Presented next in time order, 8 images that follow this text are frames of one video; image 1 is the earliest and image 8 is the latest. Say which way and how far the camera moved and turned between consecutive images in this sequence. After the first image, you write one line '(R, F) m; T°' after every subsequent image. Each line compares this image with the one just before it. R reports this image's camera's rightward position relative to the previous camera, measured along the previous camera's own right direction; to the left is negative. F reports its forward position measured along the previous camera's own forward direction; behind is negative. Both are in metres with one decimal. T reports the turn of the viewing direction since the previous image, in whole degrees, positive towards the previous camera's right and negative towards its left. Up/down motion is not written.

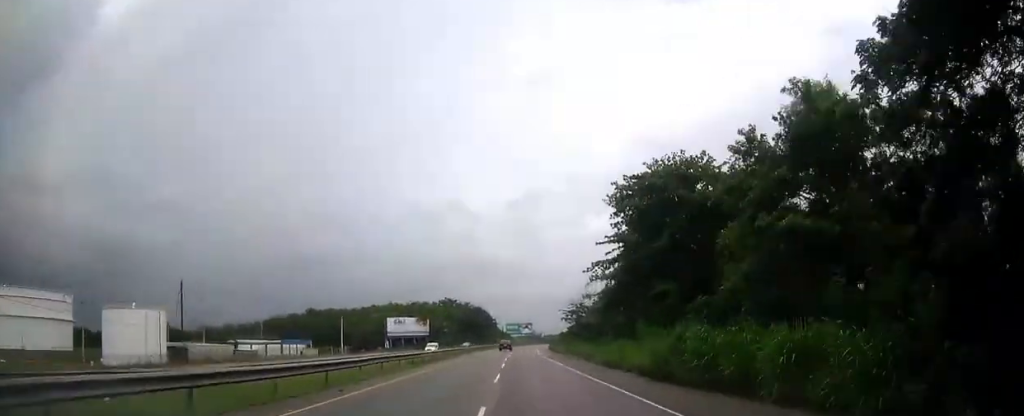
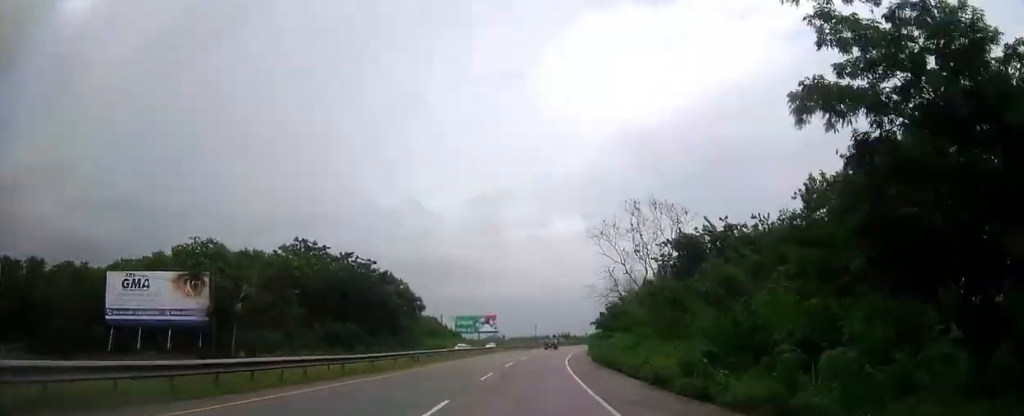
(+1.7, +115.7) m; +4°
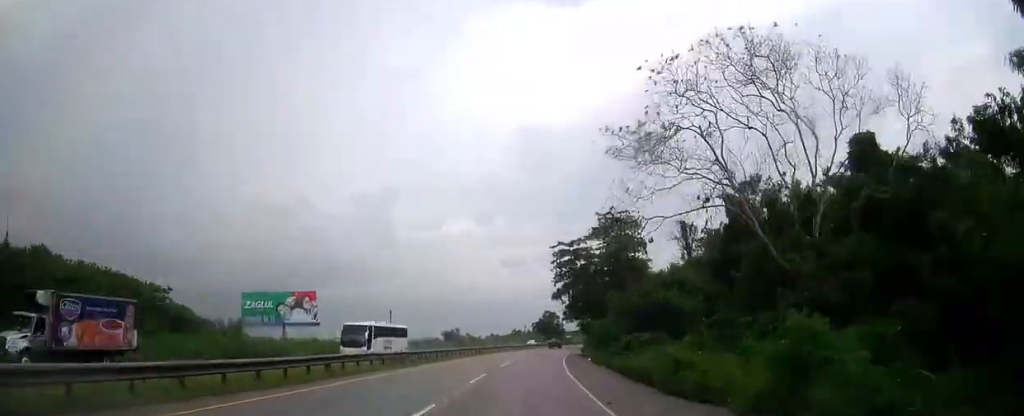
(+8.5, +106.5) m; +9°
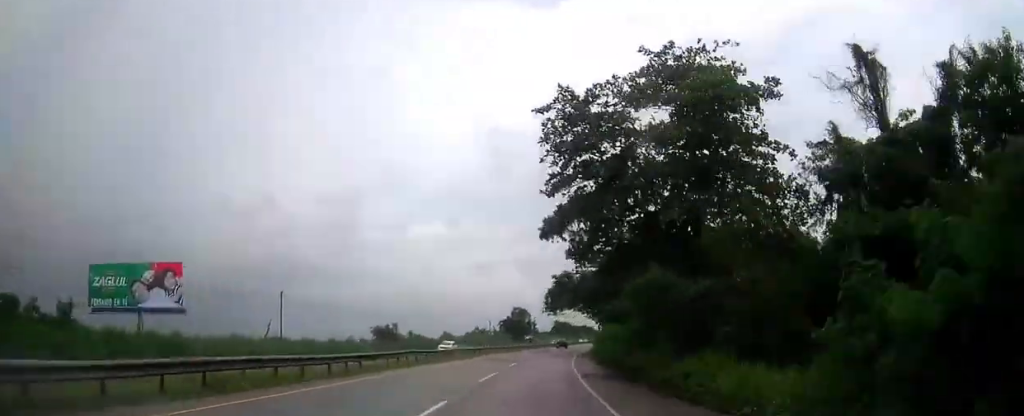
(+0.4, +39.0) m; +4°
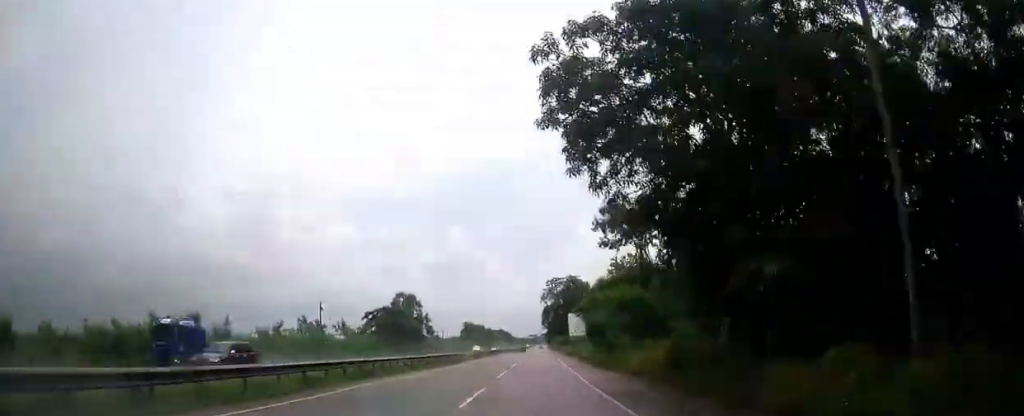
(+6.1, +86.8) m; +6°
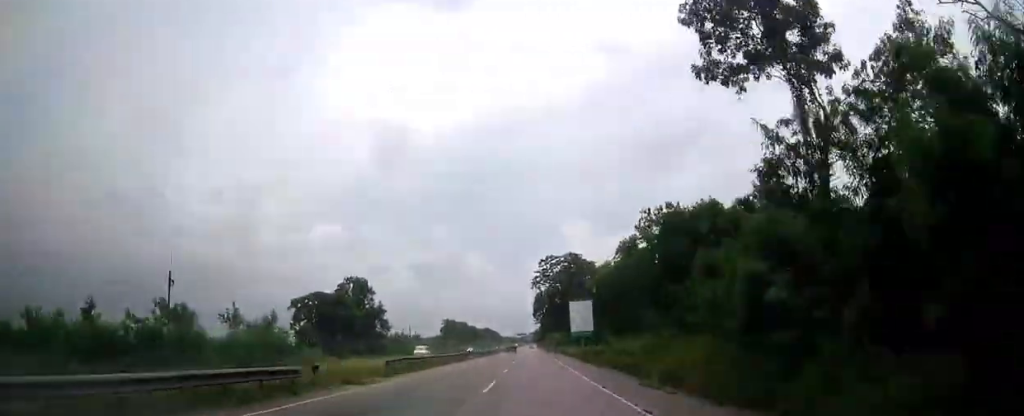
(+1.3, +35.6) m; +1°
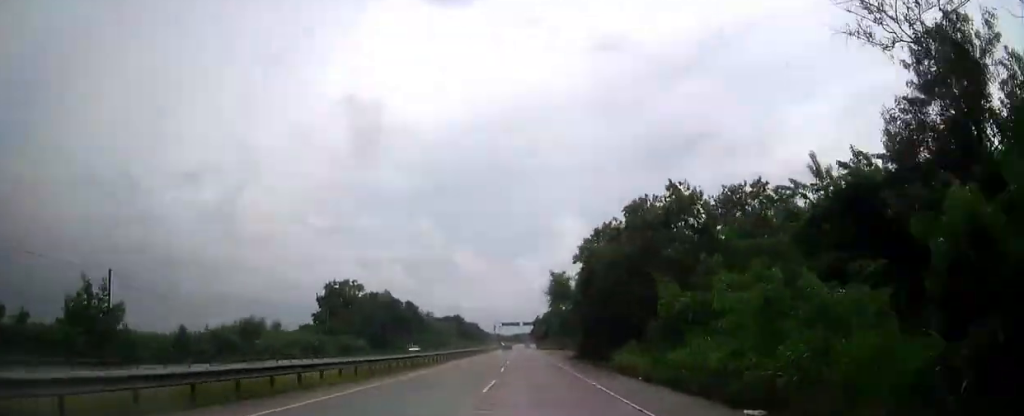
(+3.9, +155.8) m; +2°
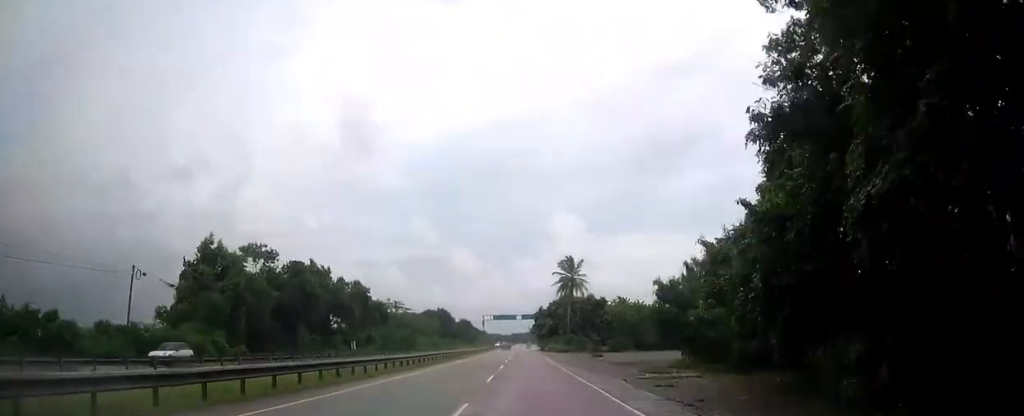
(+0.1, +47.8) m; 0°
